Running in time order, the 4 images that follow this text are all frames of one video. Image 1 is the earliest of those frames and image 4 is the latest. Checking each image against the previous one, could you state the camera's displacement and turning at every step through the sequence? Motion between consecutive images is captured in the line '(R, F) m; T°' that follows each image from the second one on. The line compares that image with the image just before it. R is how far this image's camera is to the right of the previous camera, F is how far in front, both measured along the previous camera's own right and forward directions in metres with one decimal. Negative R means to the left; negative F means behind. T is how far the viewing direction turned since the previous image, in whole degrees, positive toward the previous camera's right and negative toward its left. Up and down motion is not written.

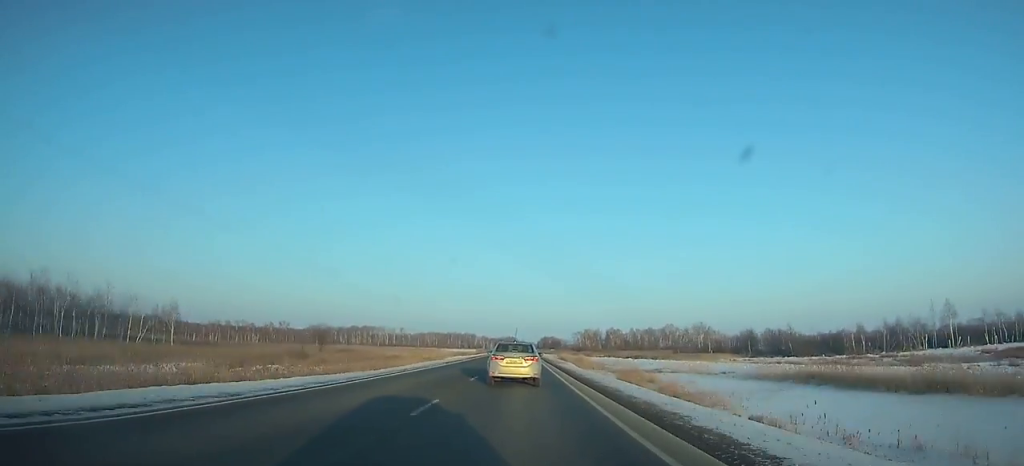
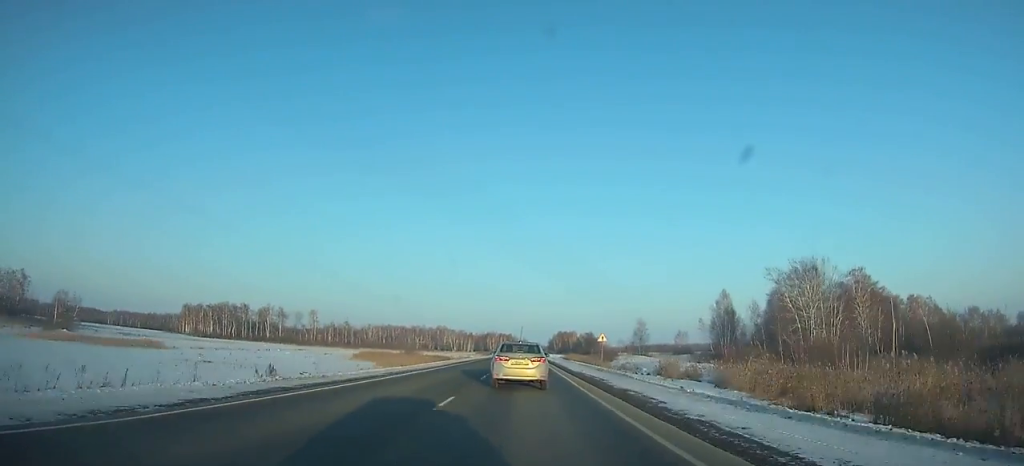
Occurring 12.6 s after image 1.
(-0.5, +293.9) m; 0°
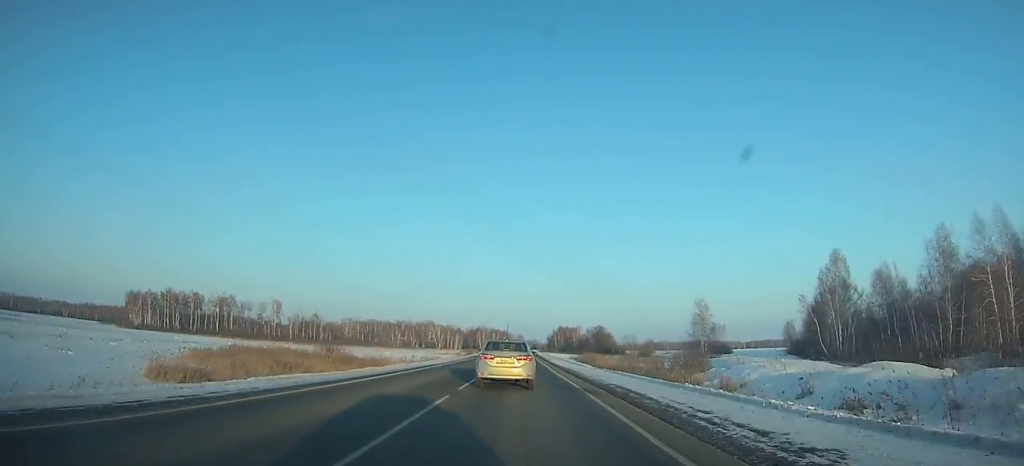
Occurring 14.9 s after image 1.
(0.0, +52.9) m; 0°
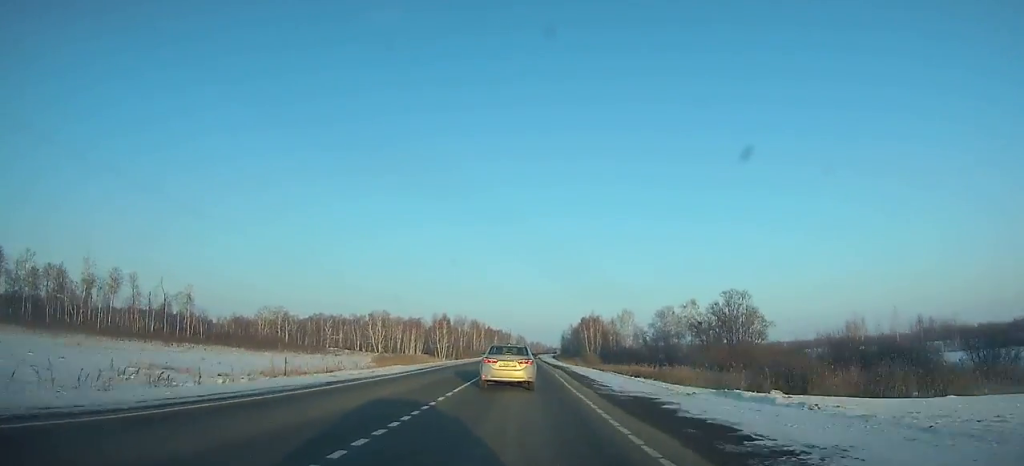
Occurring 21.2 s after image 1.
(+0.8, +142.6) m; 0°
